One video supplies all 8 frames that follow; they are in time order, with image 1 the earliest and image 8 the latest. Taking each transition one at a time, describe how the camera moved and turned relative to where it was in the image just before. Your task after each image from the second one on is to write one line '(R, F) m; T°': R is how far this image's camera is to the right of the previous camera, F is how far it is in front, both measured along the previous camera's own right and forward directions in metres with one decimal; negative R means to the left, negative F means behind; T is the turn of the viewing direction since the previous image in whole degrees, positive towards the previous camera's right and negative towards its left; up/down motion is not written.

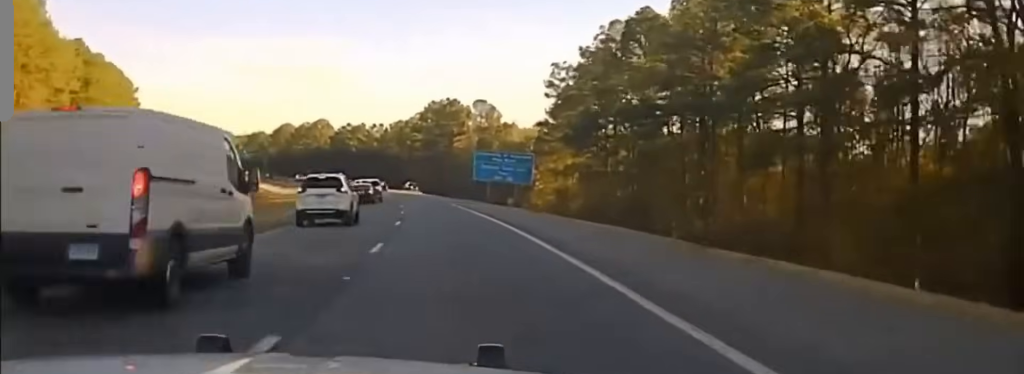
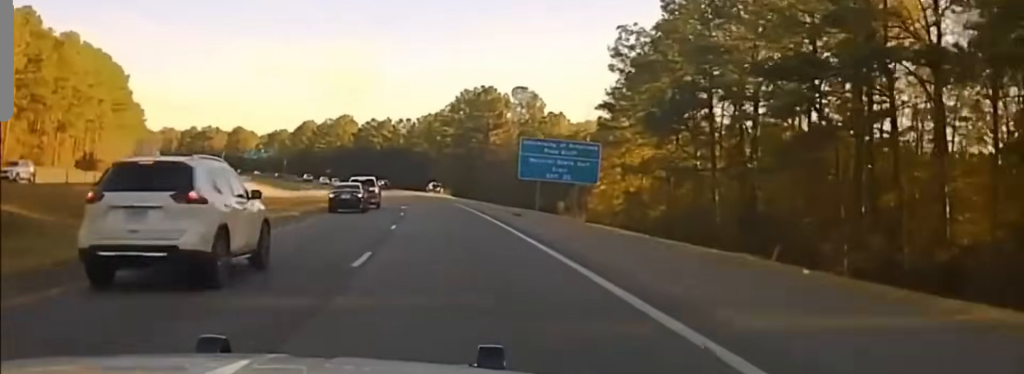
(-0.7, +30.1) m; -3°
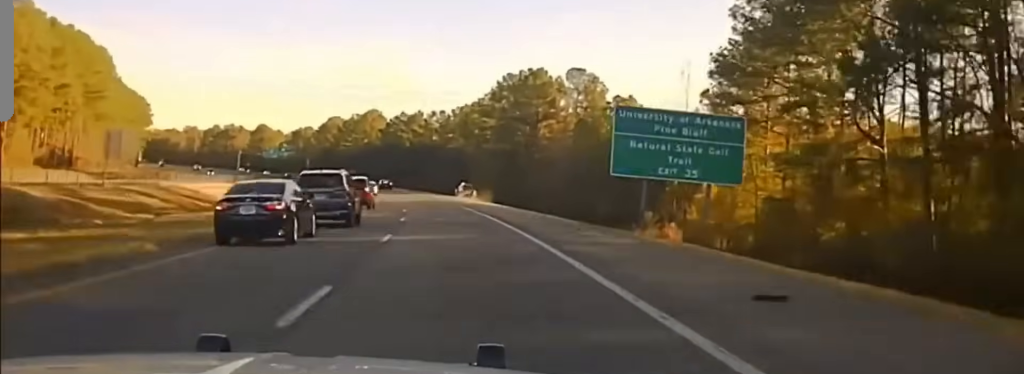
(+0.5, +35.3) m; -3°
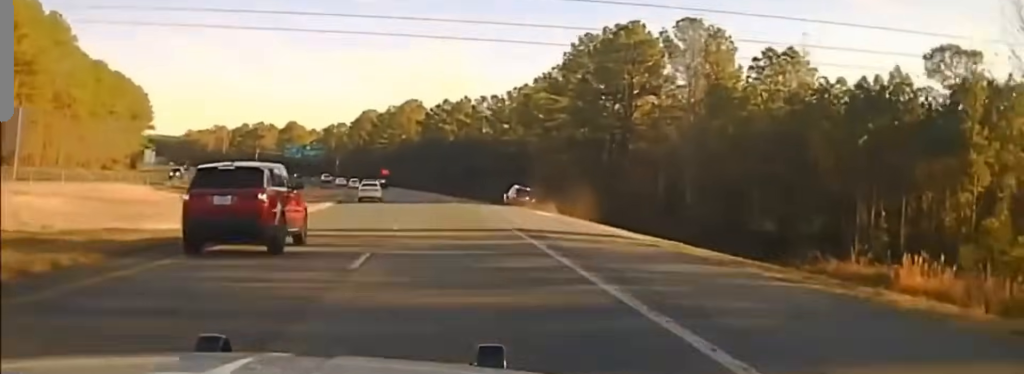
(-3.3, +46.6) m; -5°
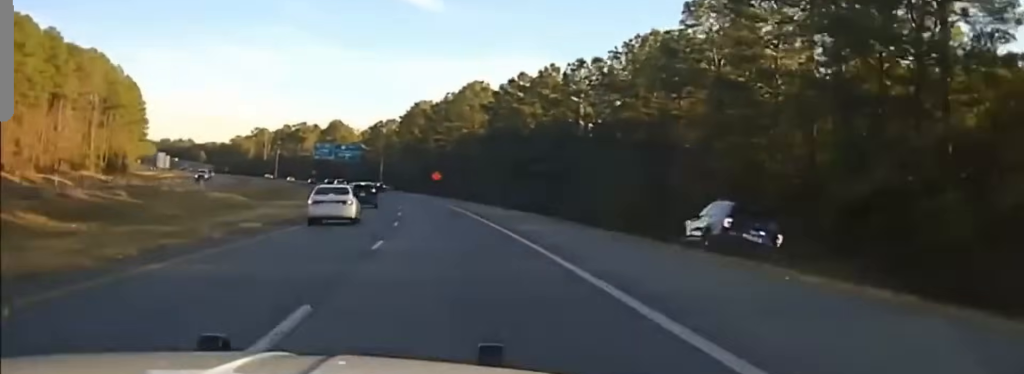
(-2.1, +60.3) m; -2°
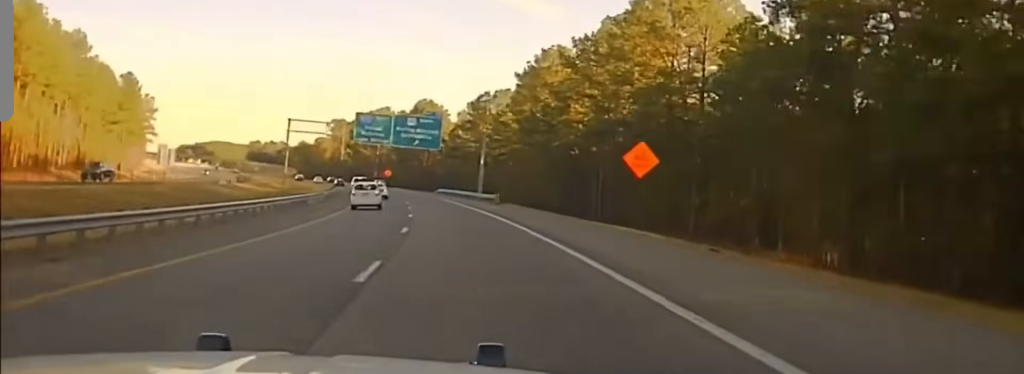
(-4.3, +94.1) m; -9°
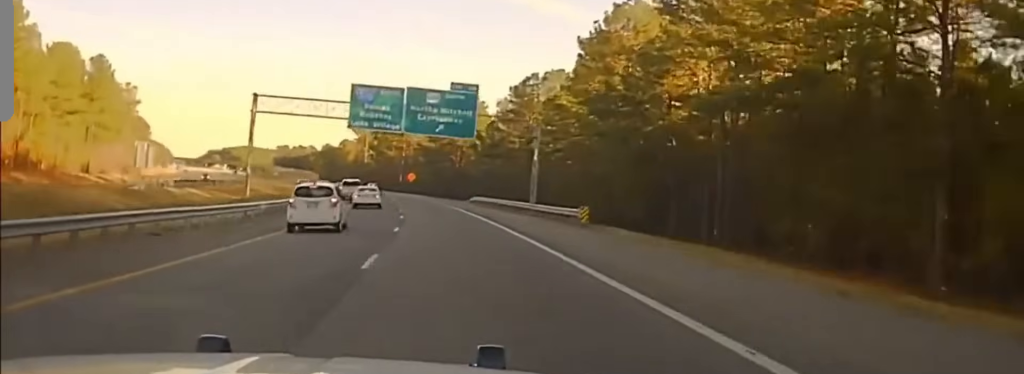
(-1.0, +35.2) m; -6°
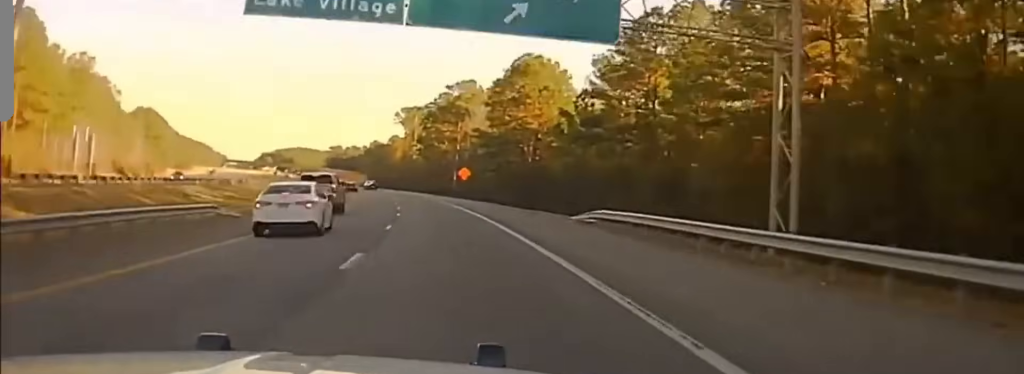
(-4.6, +50.8) m; -6°
